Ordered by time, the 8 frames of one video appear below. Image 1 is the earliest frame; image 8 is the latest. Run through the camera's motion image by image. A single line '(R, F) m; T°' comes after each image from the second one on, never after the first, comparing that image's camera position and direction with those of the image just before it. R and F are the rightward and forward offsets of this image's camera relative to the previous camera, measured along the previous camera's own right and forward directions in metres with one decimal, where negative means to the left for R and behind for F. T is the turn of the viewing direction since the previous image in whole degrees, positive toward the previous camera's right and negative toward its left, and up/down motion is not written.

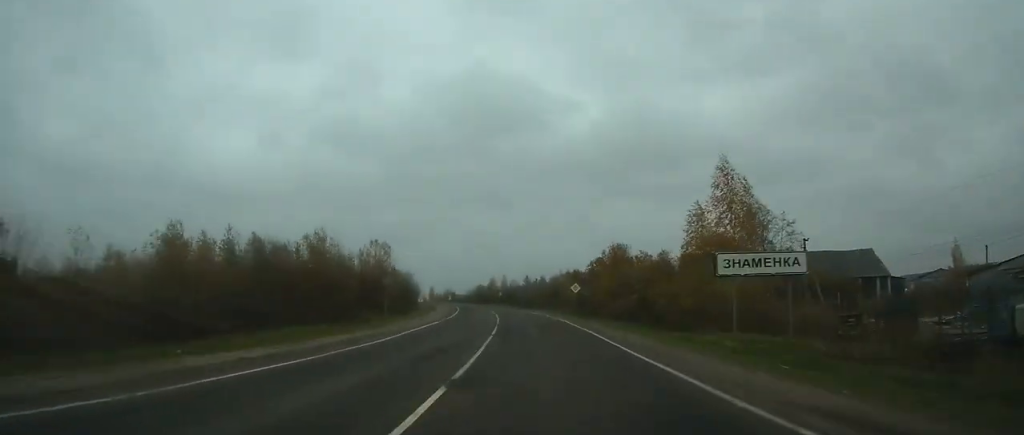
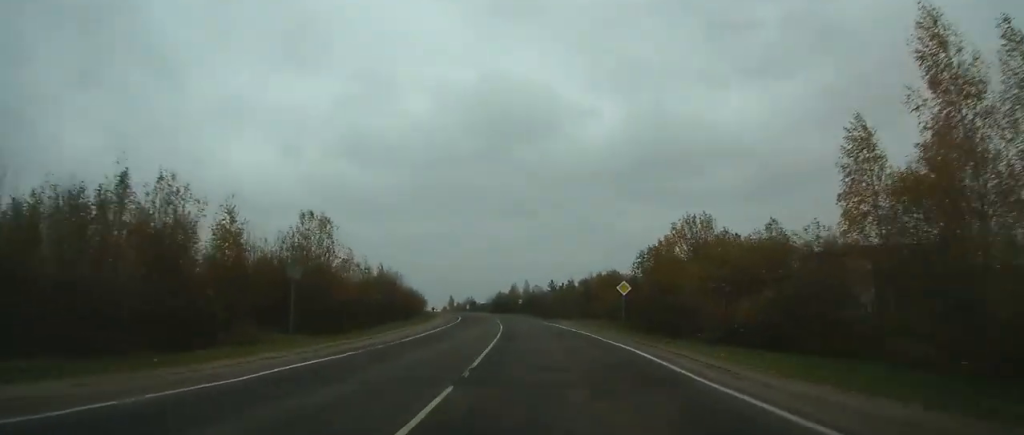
(-0.5, +19.7) m; -3°
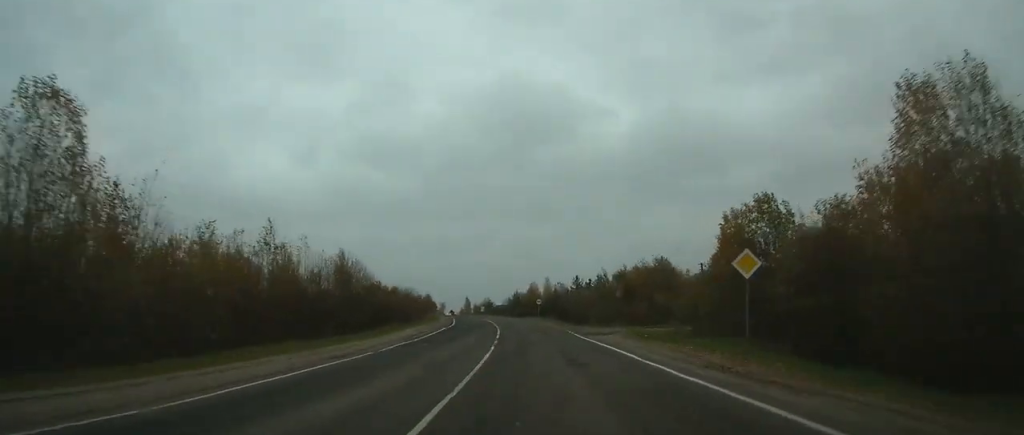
(-0.8, +20.0) m; -3°
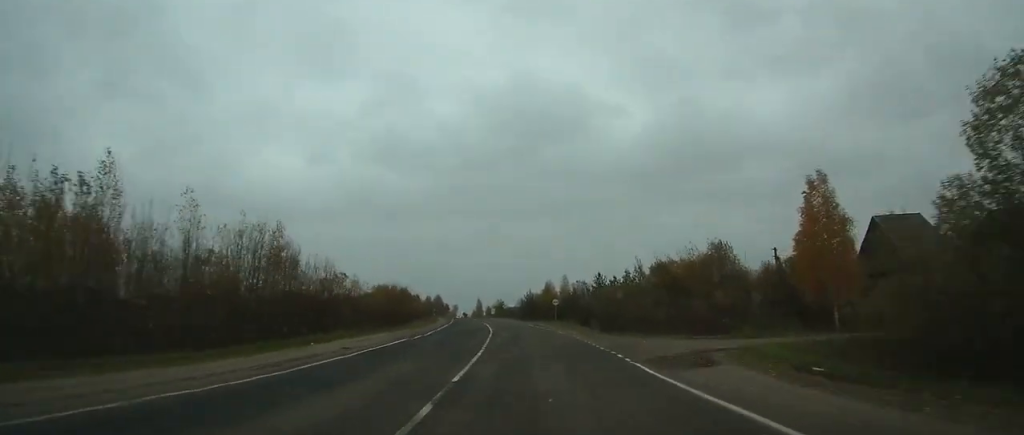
(0.0, +15.6) m; -2°
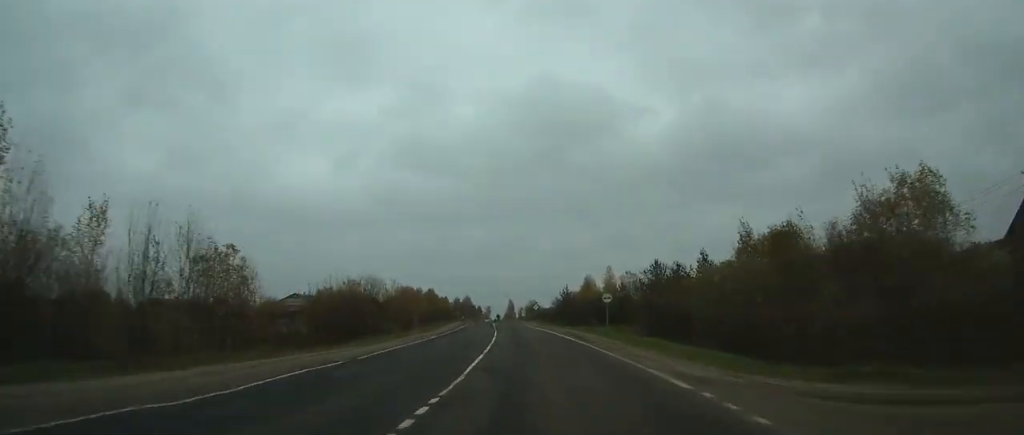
(-1.0, +22.5) m; -3°
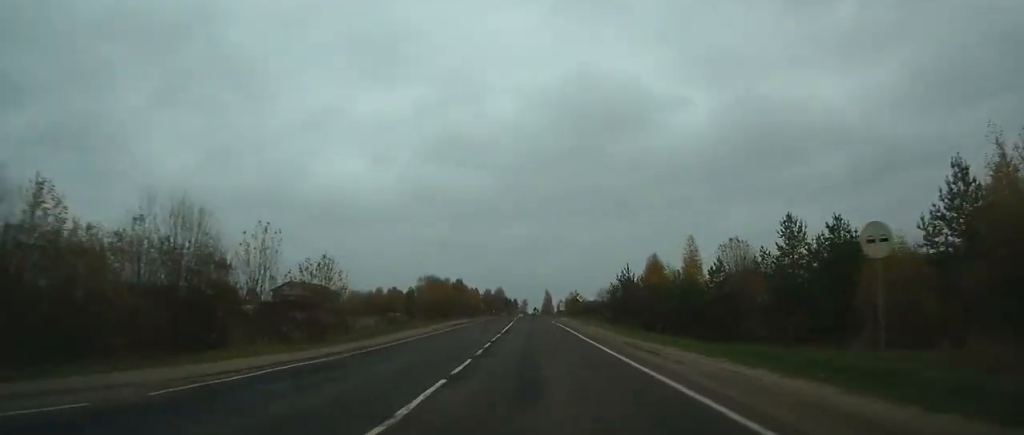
(-1.0, +32.8) m; -3°
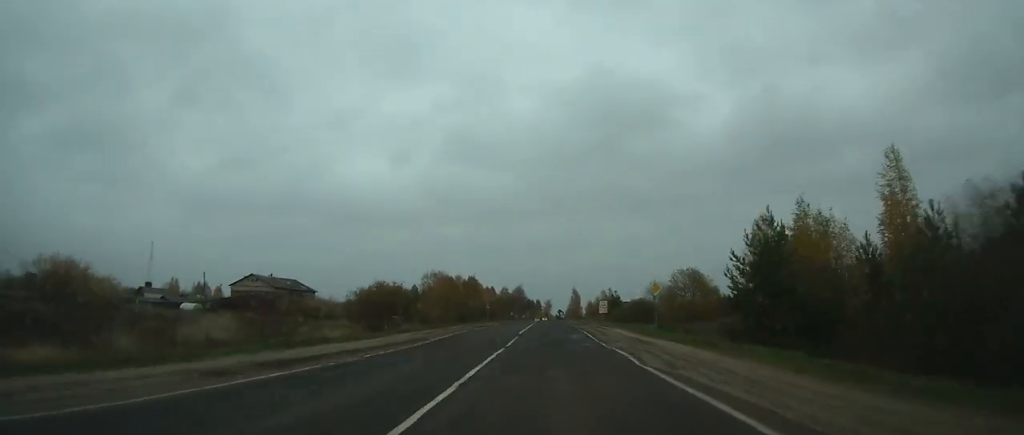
(-1.0, +36.5) m; -3°
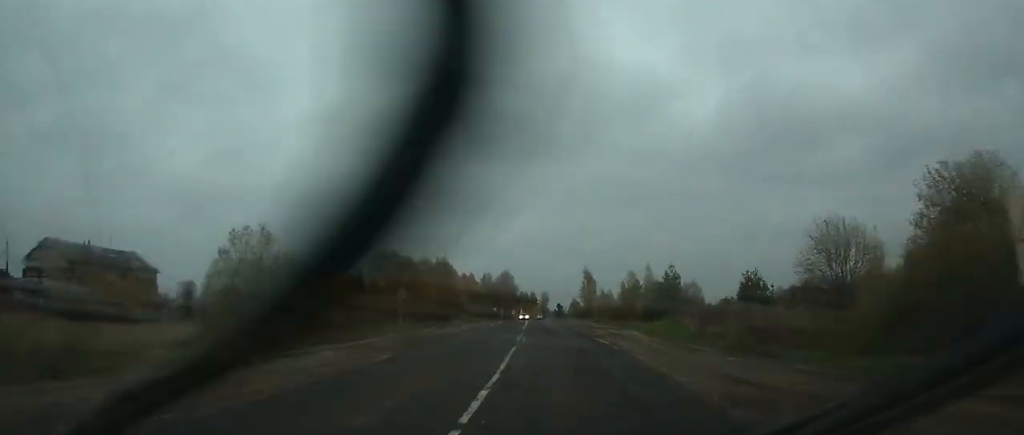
(-1.7, +61.1) m; -2°
